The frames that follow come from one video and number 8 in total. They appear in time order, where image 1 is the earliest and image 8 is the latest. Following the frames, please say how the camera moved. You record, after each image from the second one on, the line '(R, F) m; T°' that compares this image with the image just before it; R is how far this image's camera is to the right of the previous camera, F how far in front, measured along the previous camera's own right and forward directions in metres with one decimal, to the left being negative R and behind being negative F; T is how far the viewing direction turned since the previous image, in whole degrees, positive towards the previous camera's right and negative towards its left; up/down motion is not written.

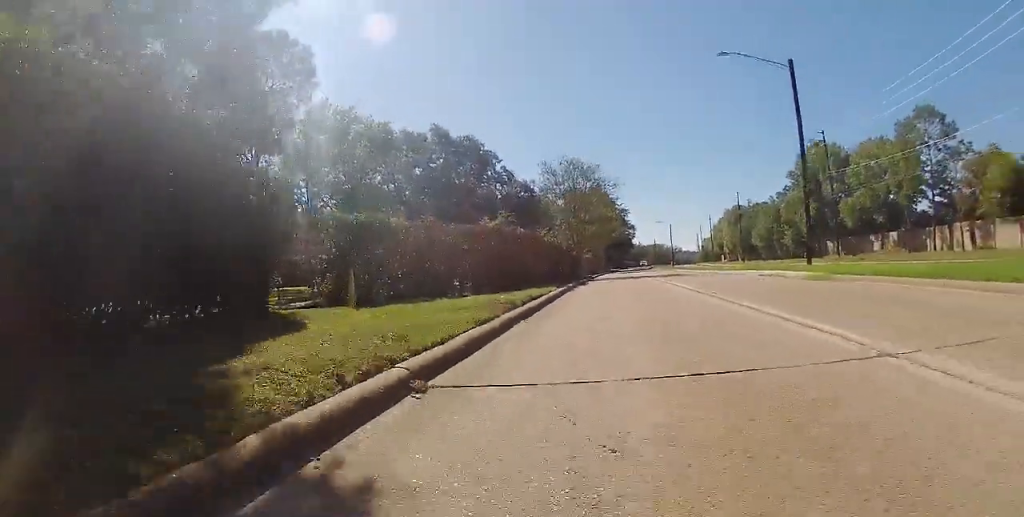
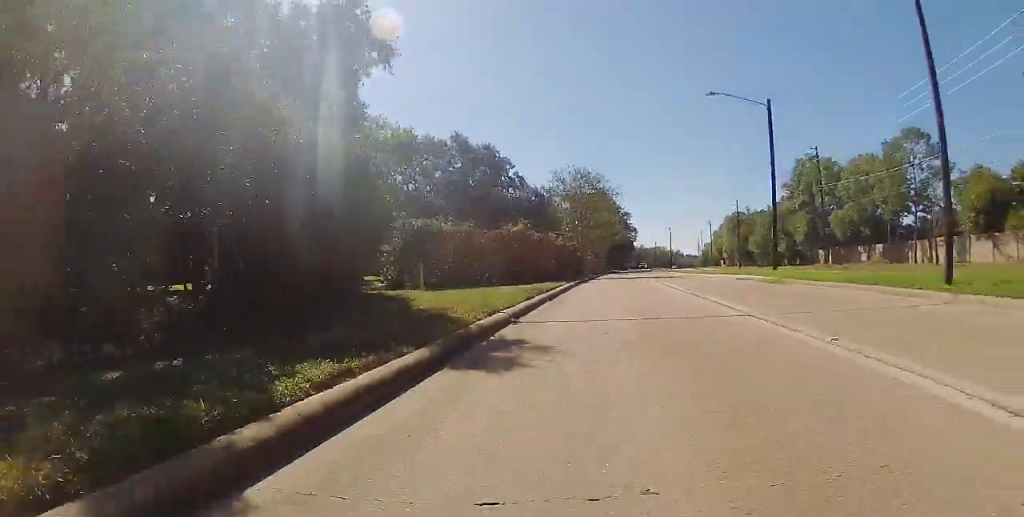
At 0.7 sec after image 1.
(0.0, +4.2) m; -2°
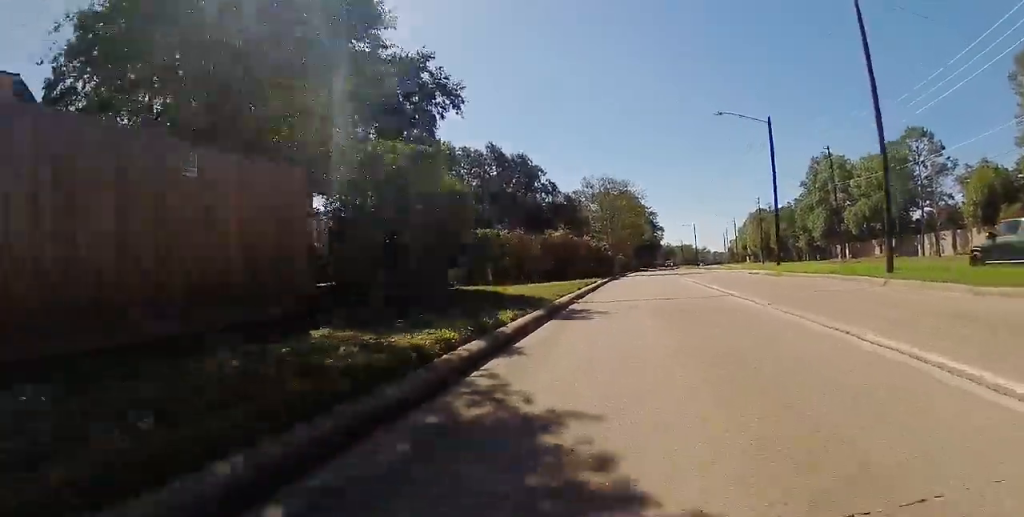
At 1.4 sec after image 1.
(0.0, +4.2) m; -2°
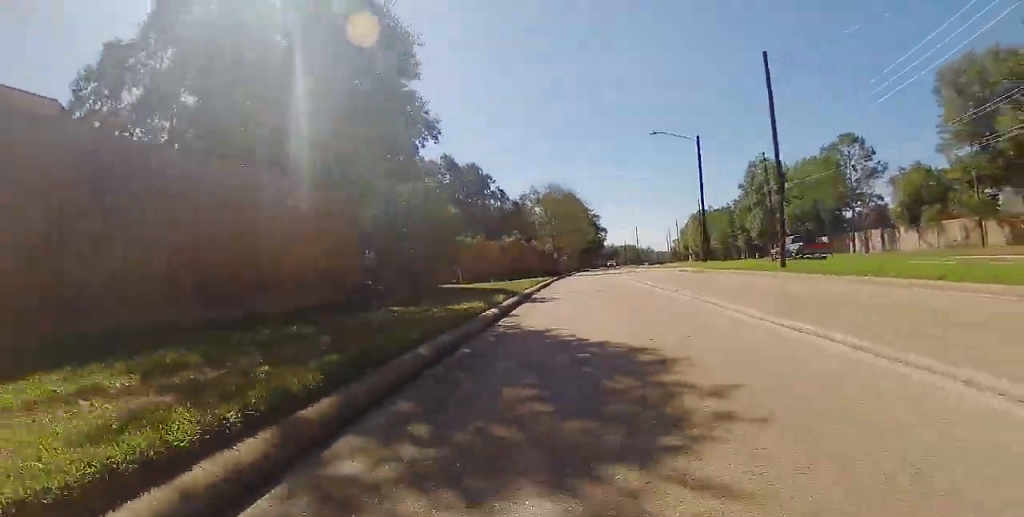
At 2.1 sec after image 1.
(-0.3, +4.3) m; 0°
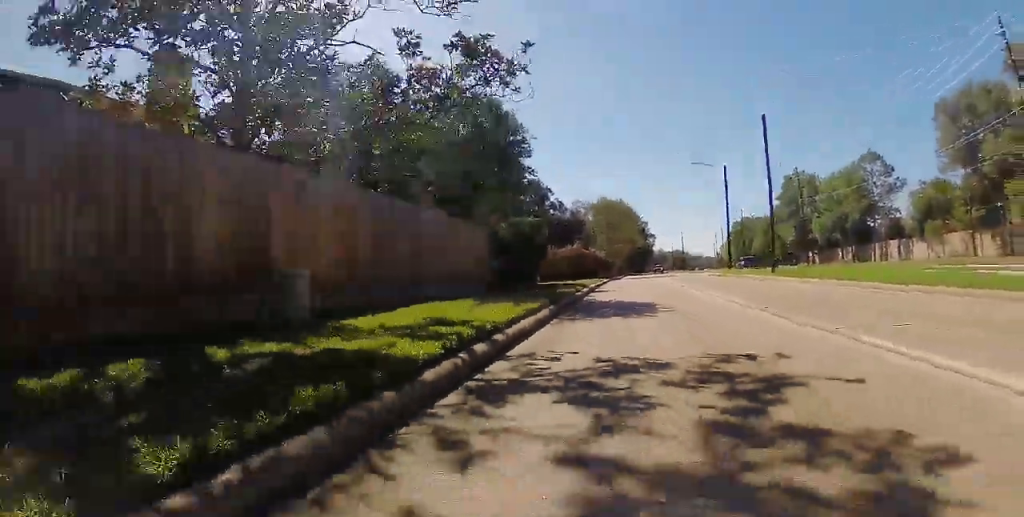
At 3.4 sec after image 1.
(+0.5, +7.8) m; +5°
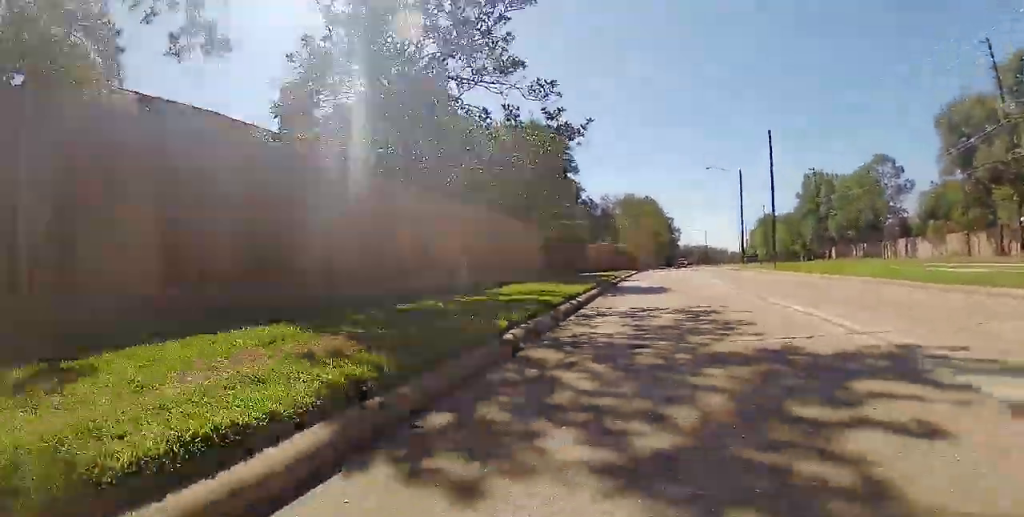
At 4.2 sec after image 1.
(0.0, +5.2) m; 0°
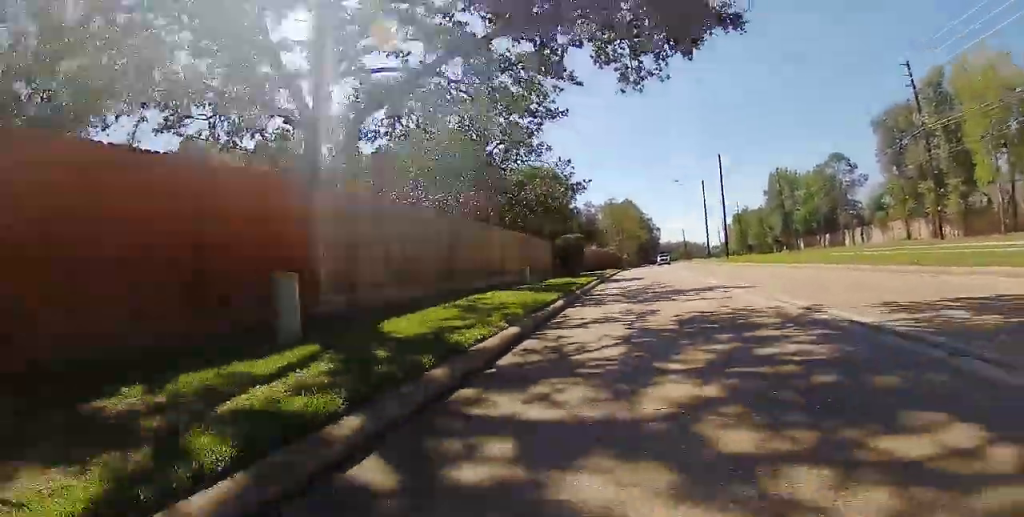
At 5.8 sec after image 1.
(0.0, +9.3) m; 0°
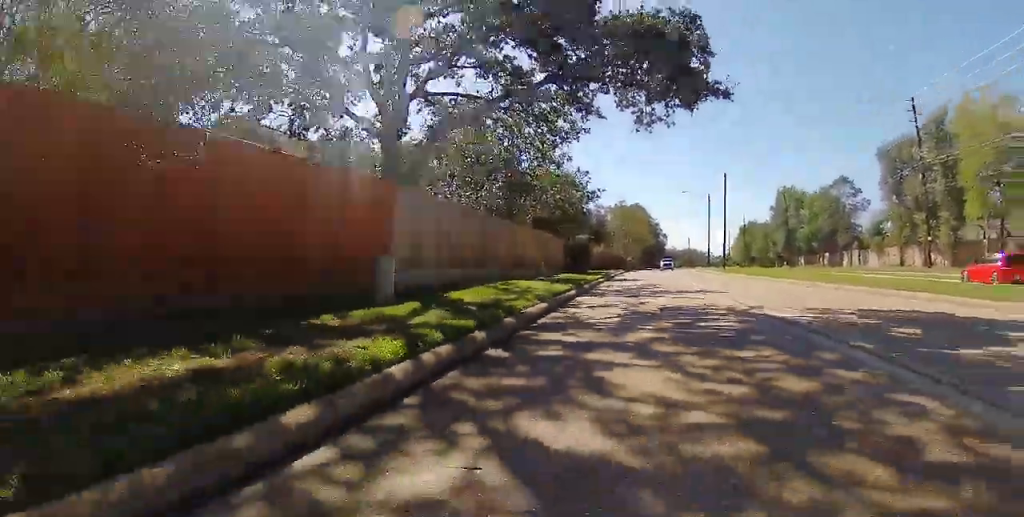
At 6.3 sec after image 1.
(0.0, +3.0) m; 0°
